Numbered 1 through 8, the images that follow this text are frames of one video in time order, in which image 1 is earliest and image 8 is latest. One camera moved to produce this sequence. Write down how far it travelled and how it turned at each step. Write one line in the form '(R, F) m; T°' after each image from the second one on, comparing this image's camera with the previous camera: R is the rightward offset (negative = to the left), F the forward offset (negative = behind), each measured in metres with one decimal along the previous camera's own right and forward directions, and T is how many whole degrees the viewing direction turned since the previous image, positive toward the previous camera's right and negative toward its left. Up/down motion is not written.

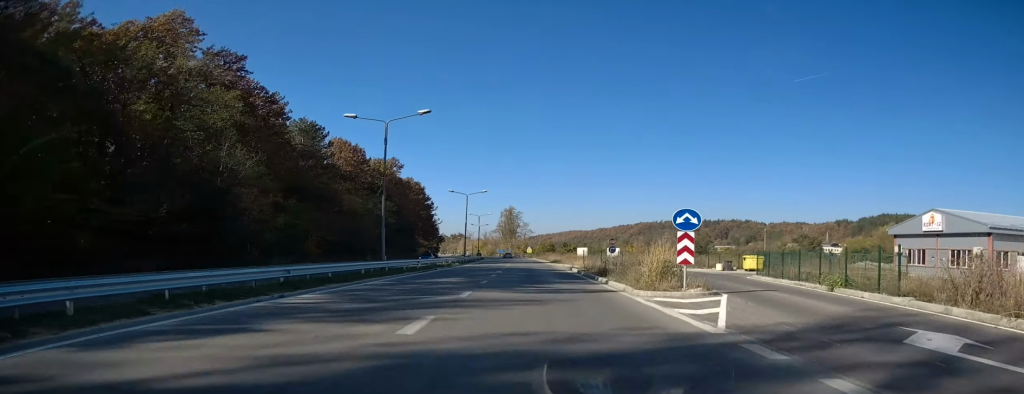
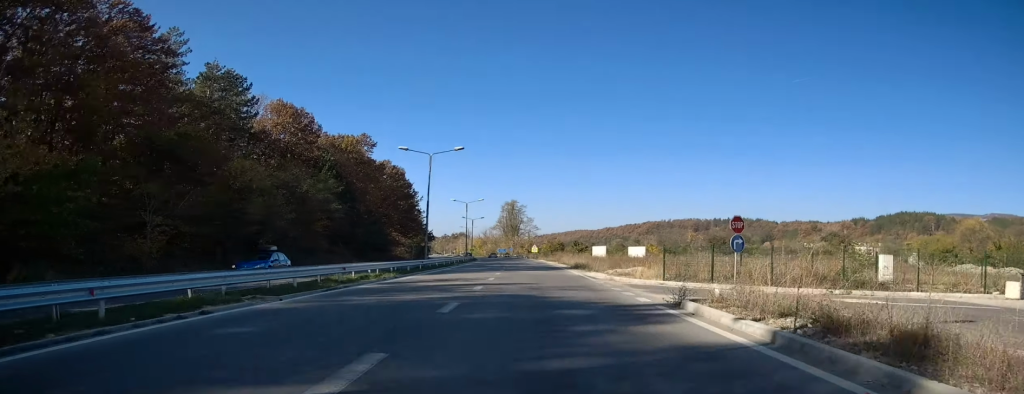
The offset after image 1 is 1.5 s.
(+0.1, +27.7) m; +1°
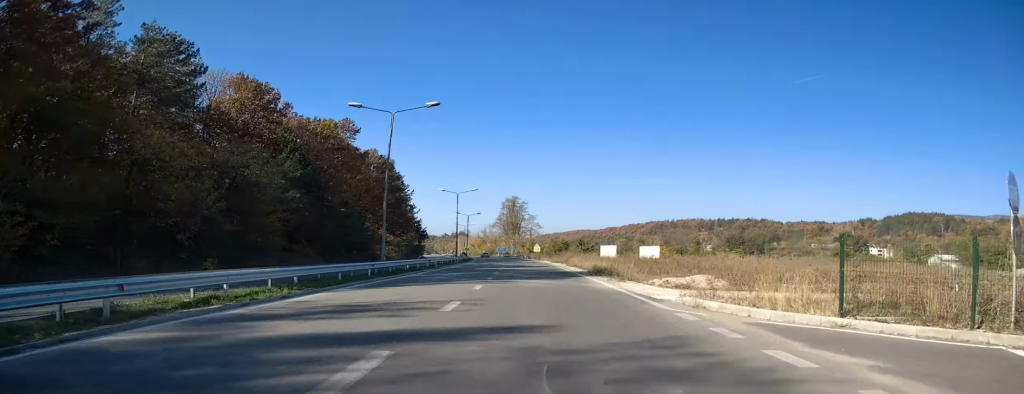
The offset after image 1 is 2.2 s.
(+0.1, +12.1) m; 0°
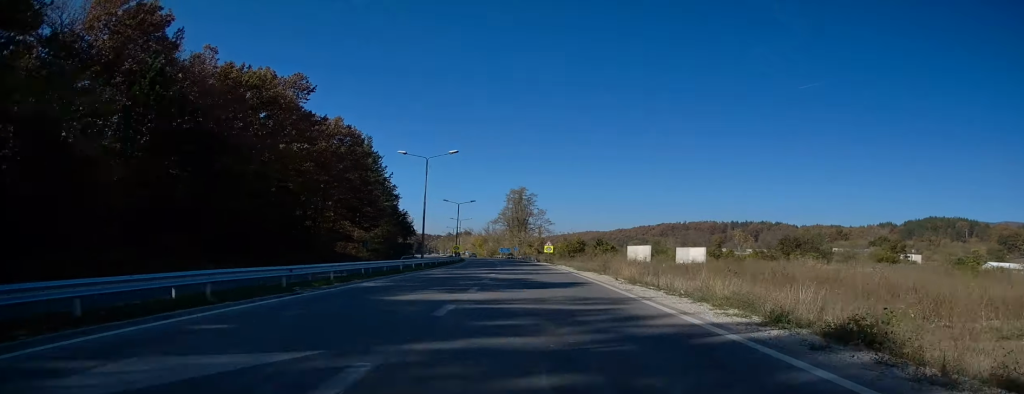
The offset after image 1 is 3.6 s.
(-0.3, +24.9) m; -2°
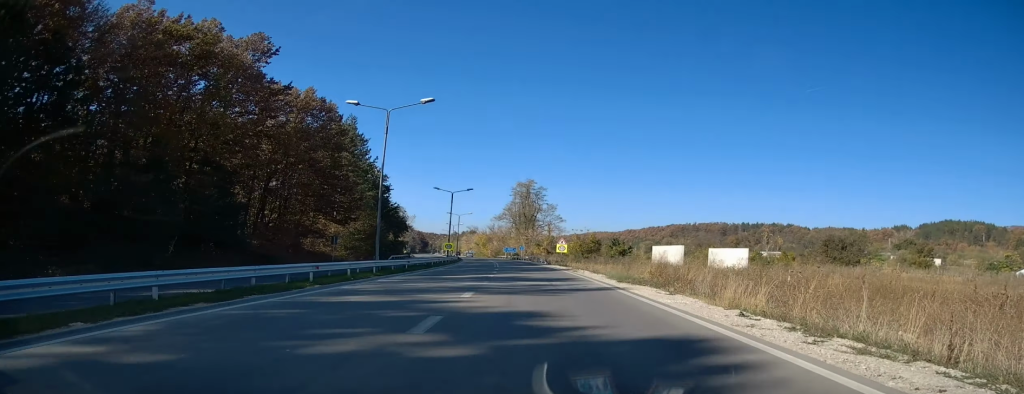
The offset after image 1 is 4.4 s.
(0.0, +14.1) m; 0°
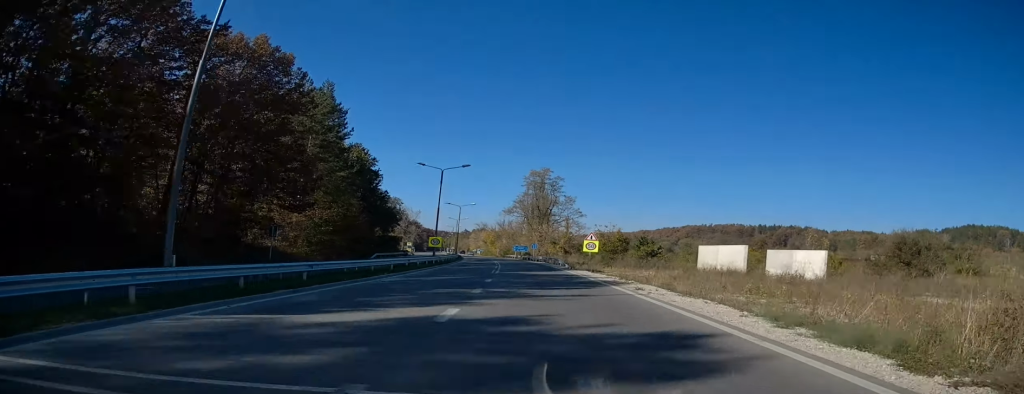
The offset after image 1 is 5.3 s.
(0.0, +17.0) m; 0°
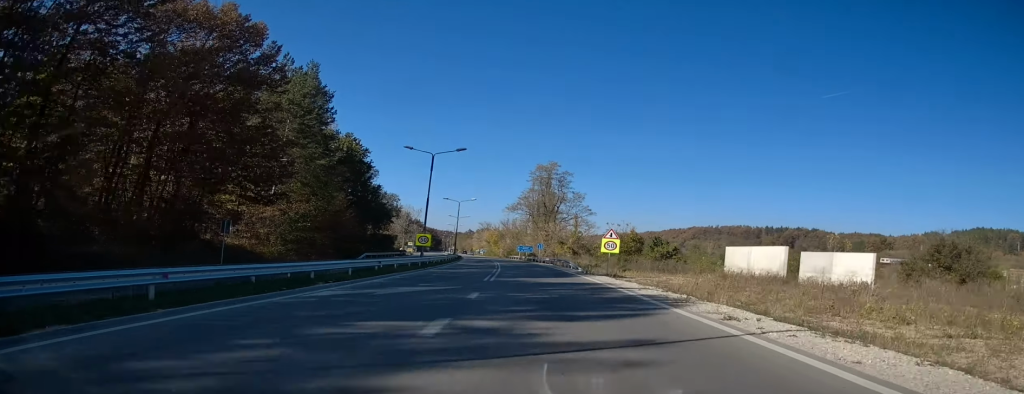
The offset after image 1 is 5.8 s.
(0.0, +7.6) m; 0°
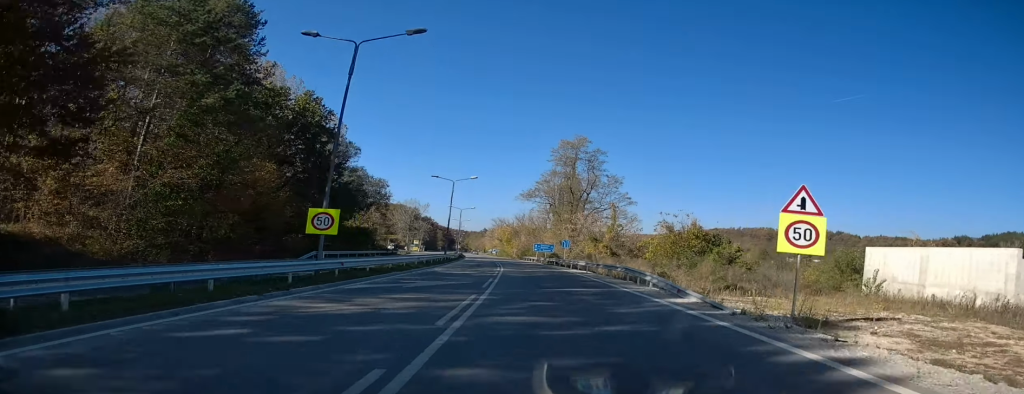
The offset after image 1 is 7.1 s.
(-0.3, +22.6) m; -2°
